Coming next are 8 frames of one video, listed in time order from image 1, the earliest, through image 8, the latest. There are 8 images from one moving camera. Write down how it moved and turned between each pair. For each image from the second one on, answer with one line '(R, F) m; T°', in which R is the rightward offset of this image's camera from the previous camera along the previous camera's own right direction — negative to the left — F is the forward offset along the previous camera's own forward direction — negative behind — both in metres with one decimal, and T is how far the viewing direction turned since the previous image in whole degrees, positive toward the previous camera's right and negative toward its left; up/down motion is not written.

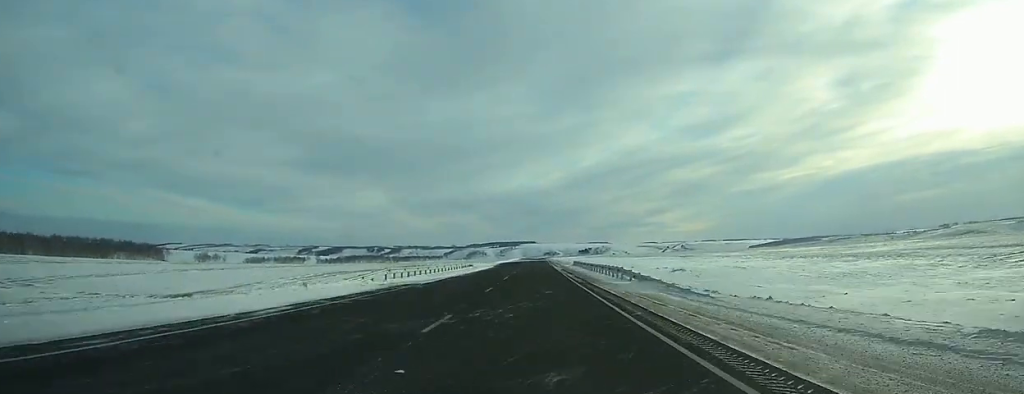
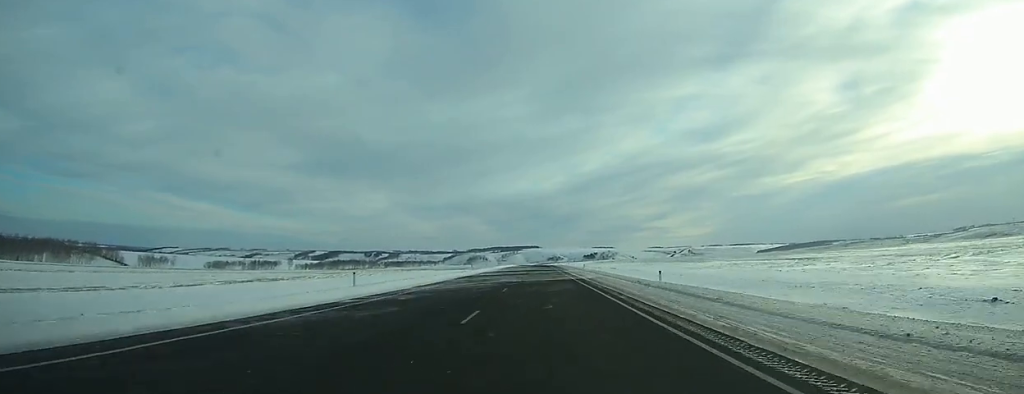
(+0.2, +104.6) m; 0°
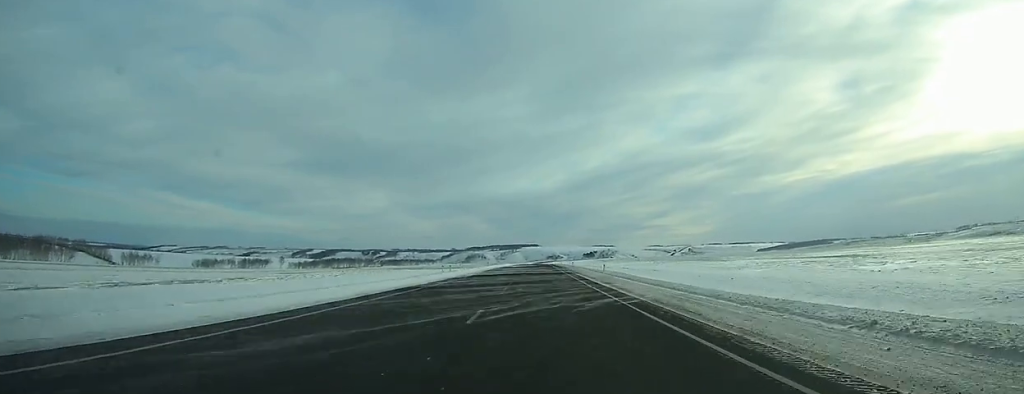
(0.0, +23.6) m; 0°
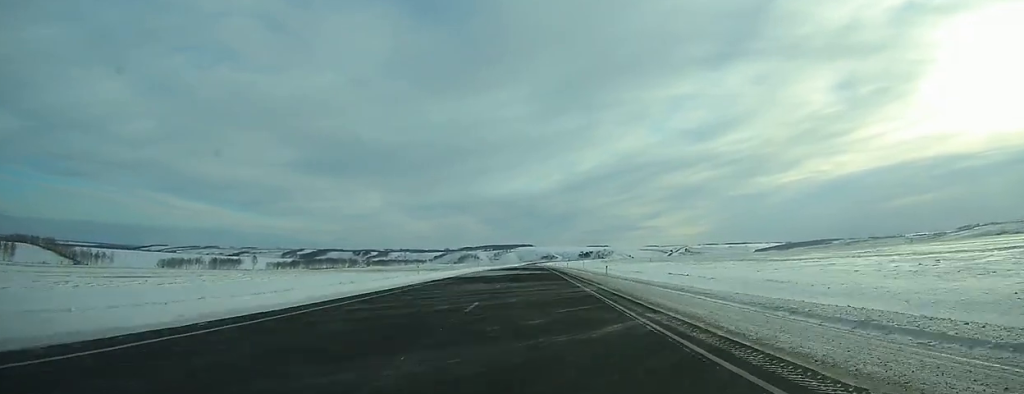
(+0.1, +57.2) m; 0°
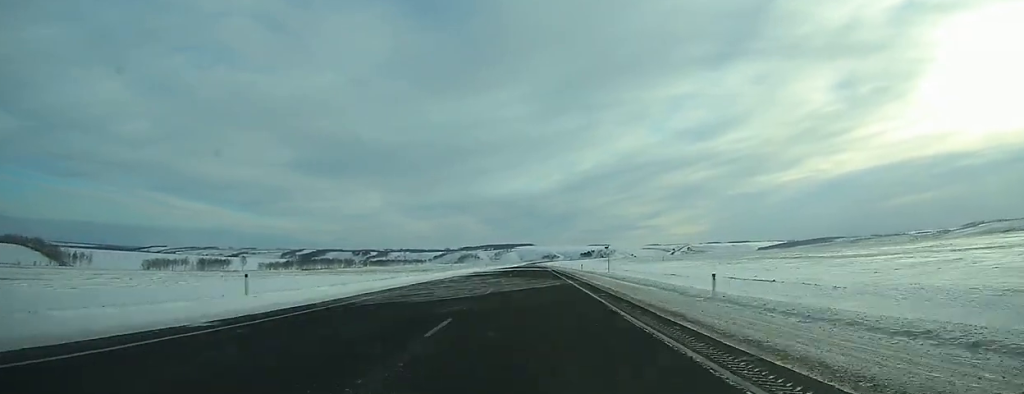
(+0.1, +28.5) m; 0°
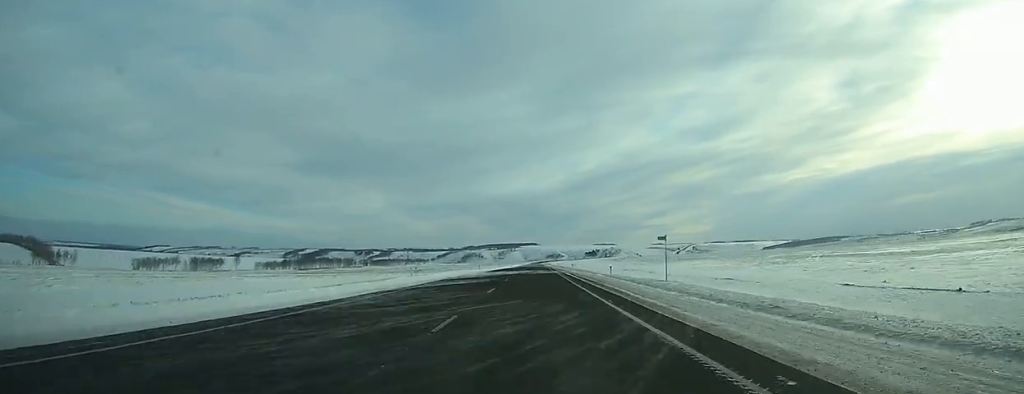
(-0.1, +23.4) m; 0°
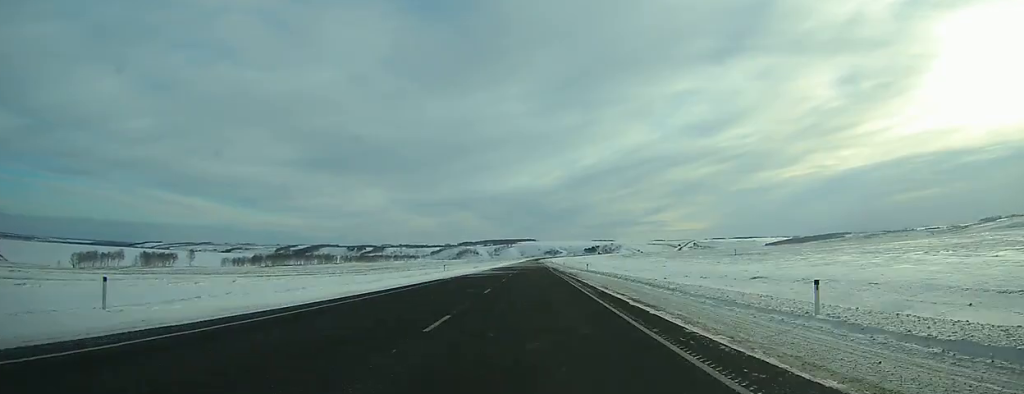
(0.0, +83.7) m; 0°
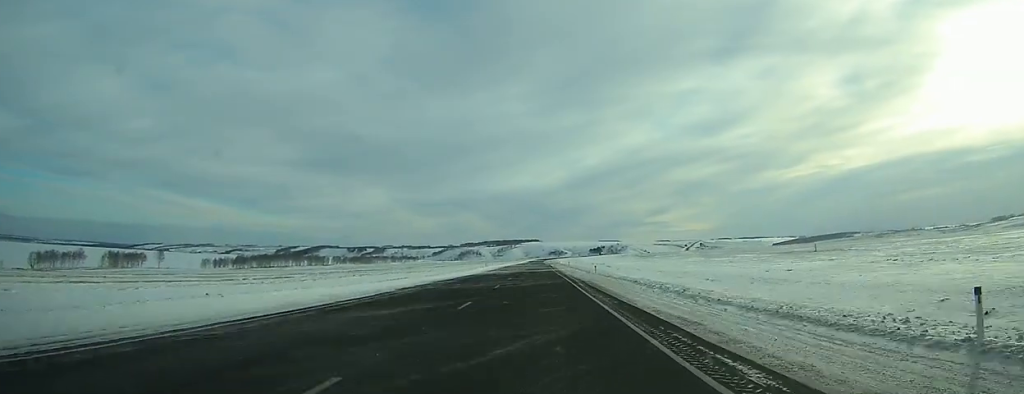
(0.0, +54.2) m; 0°
